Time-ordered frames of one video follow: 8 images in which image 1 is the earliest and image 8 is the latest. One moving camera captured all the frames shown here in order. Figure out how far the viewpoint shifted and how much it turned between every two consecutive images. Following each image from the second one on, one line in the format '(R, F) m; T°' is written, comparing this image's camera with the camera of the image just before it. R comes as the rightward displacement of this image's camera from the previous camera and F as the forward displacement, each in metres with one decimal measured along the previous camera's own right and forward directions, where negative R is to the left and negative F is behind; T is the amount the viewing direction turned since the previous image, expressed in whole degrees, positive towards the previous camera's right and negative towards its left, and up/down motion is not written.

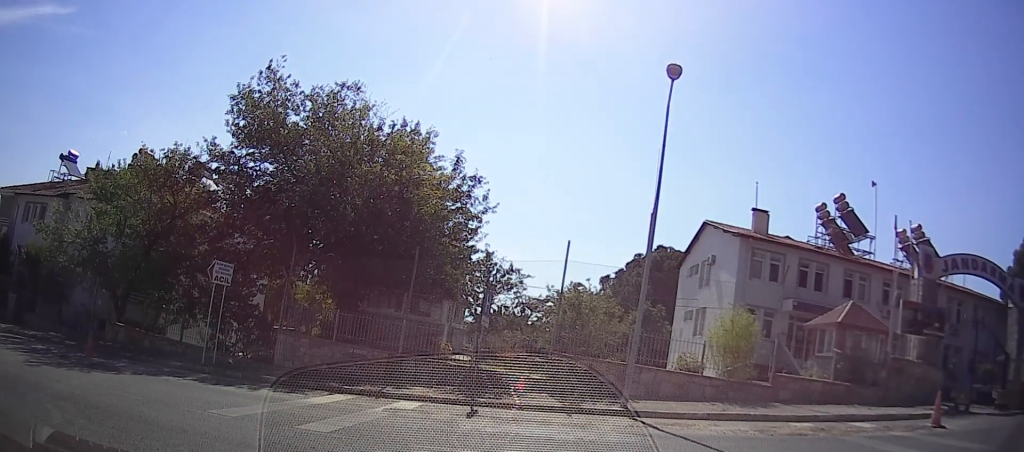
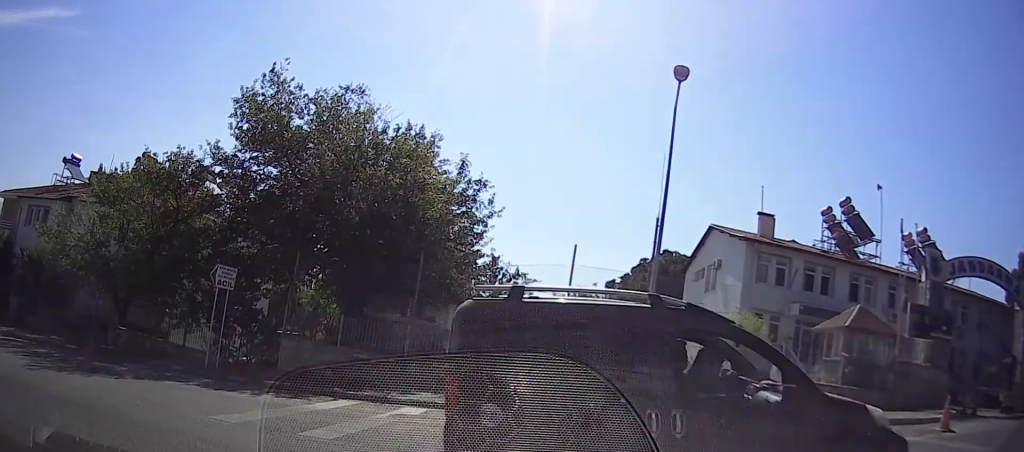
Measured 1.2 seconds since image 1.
(+0.2, +0.7) m; 0°
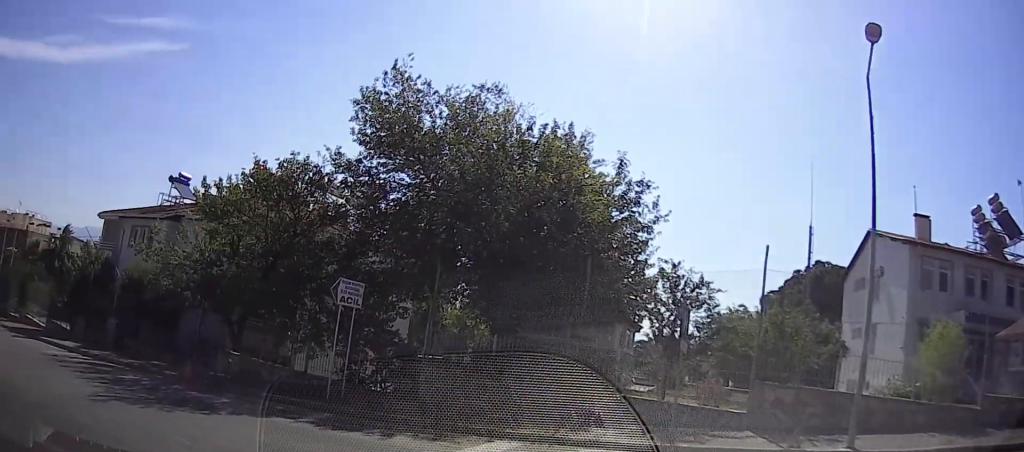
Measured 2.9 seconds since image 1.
(+0.3, +1.2) m; -4°
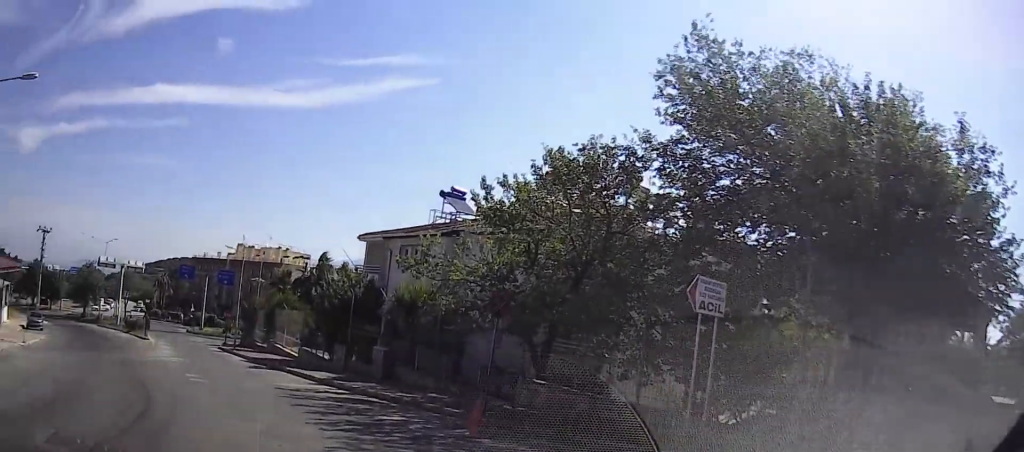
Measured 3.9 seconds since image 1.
(-0.1, +1.3) m; -21°
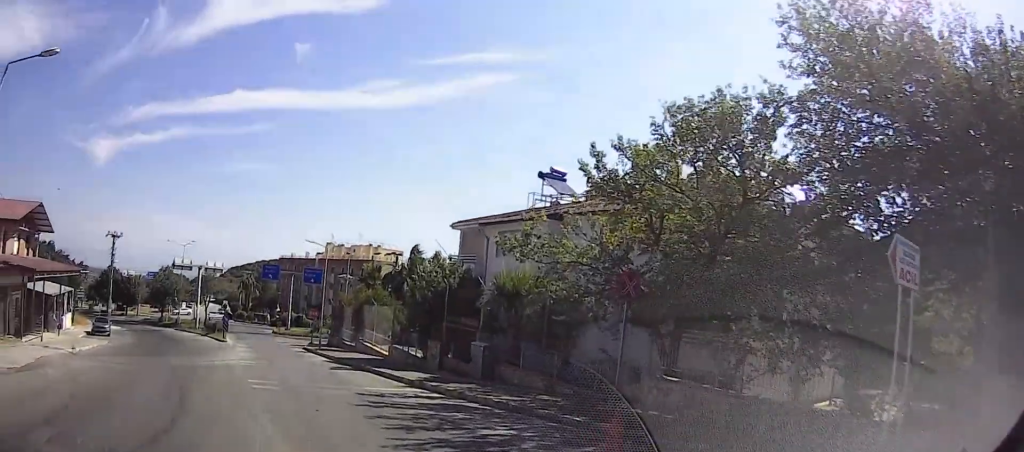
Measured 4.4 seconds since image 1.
(-0.2, +1.0) m; -11°
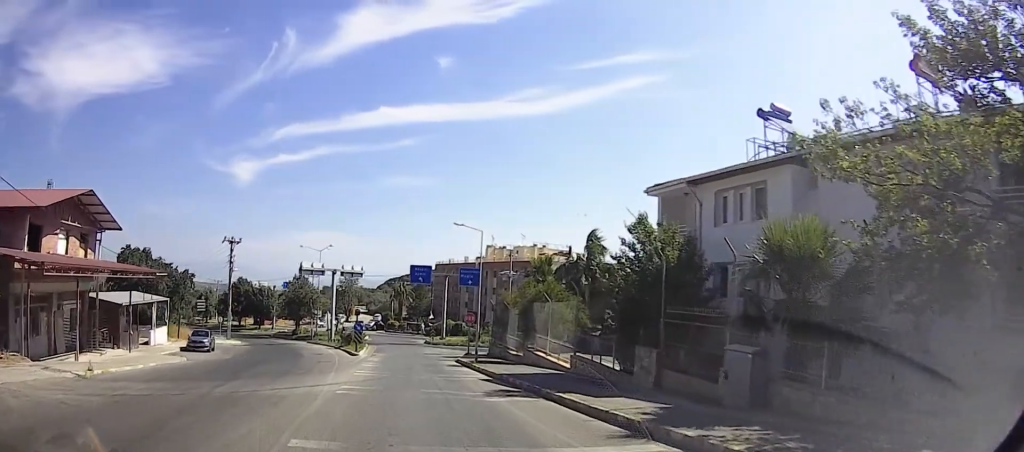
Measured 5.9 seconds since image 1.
(-0.9, +6.3) m; -9°
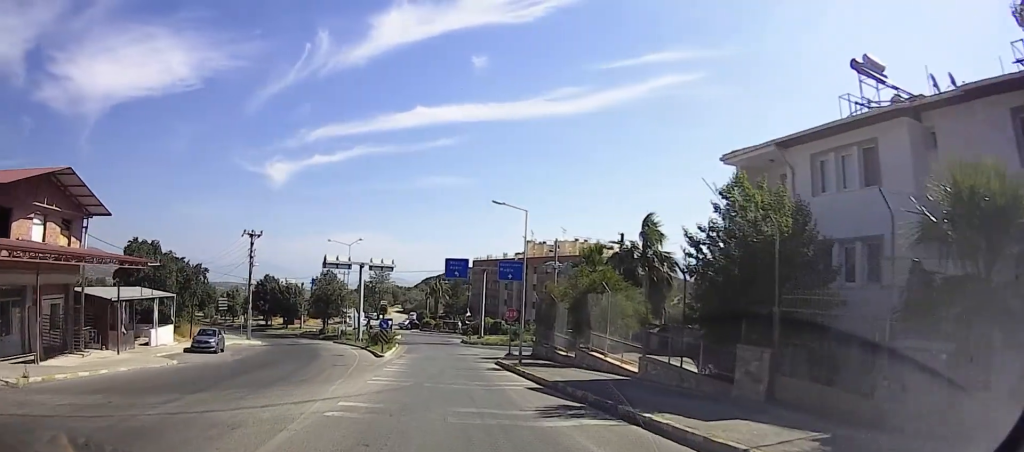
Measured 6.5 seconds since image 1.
(0.0, +4.0) m; -1°
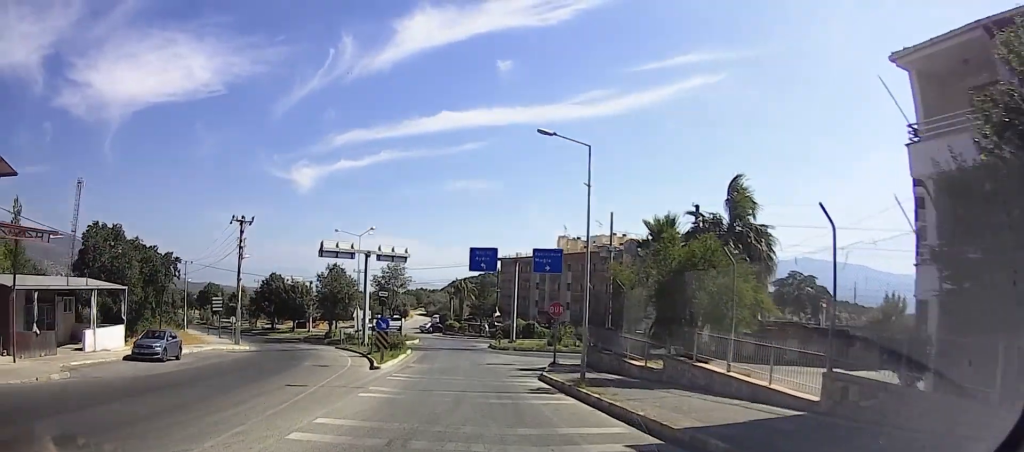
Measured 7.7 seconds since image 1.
(-0.1, +9.0) m; -4°
